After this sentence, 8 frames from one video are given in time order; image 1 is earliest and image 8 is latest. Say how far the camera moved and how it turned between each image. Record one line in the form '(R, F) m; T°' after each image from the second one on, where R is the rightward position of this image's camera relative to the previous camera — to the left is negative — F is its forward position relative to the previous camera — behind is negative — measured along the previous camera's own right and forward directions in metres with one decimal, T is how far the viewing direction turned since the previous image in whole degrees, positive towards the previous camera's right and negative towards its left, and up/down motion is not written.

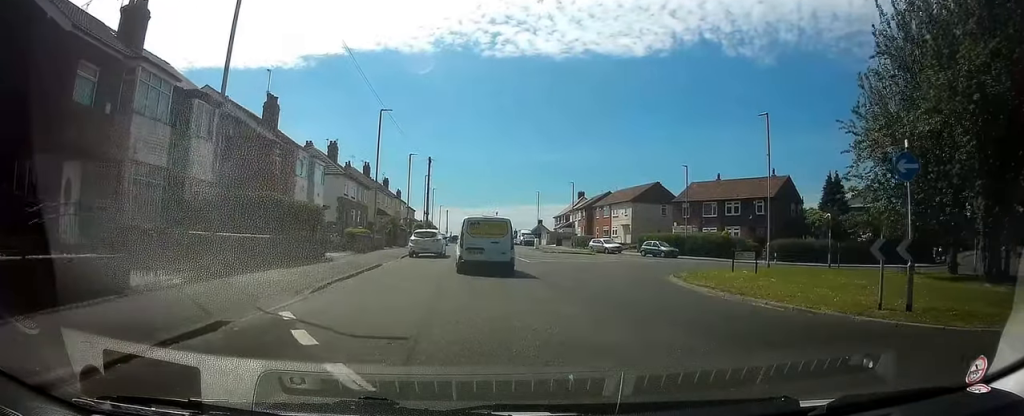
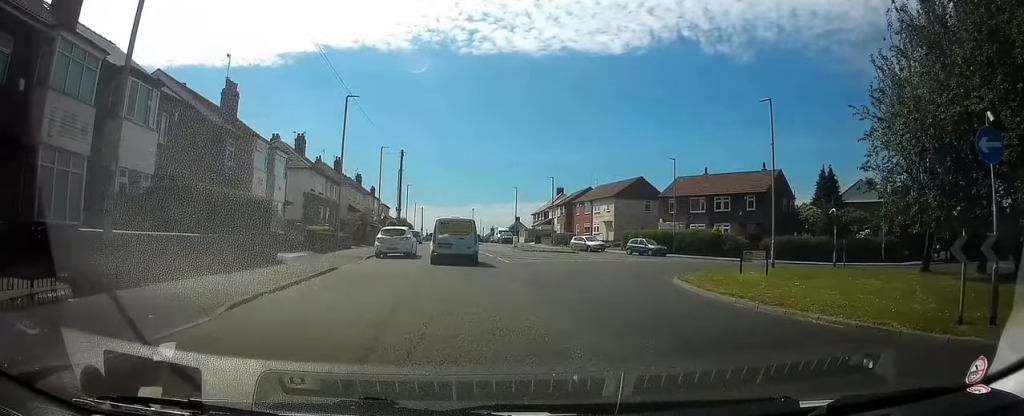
(+0.1, +2.4) m; +3°
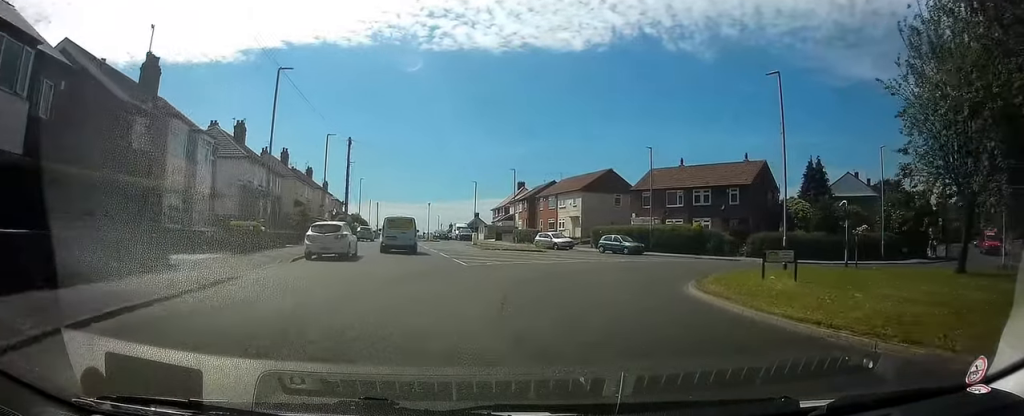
(0.0, +4.1) m; 0°
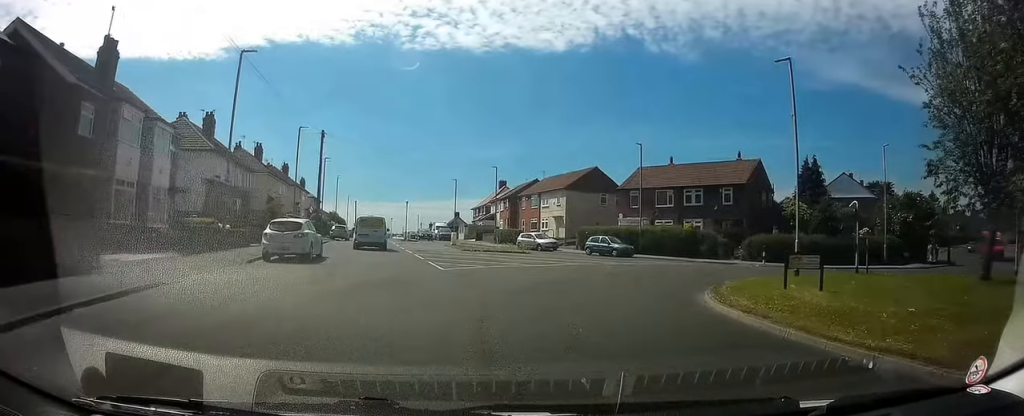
(0.0, +2.2) m; 0°
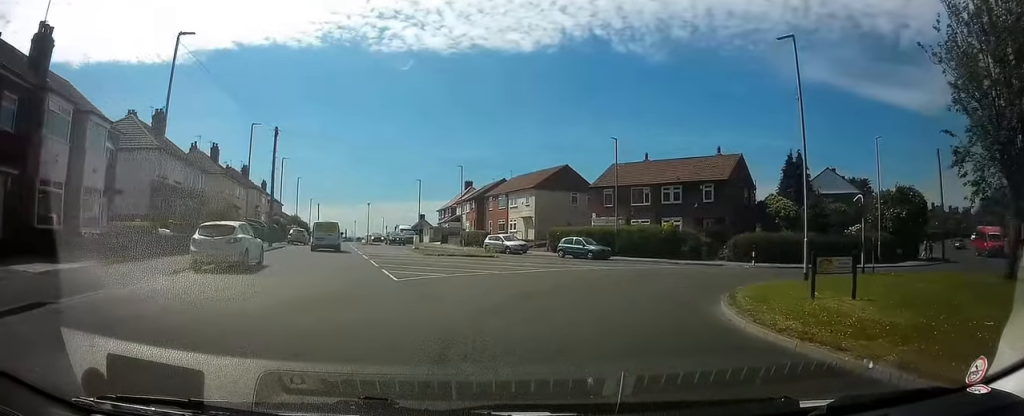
(0.0, +2.5) m; 0°
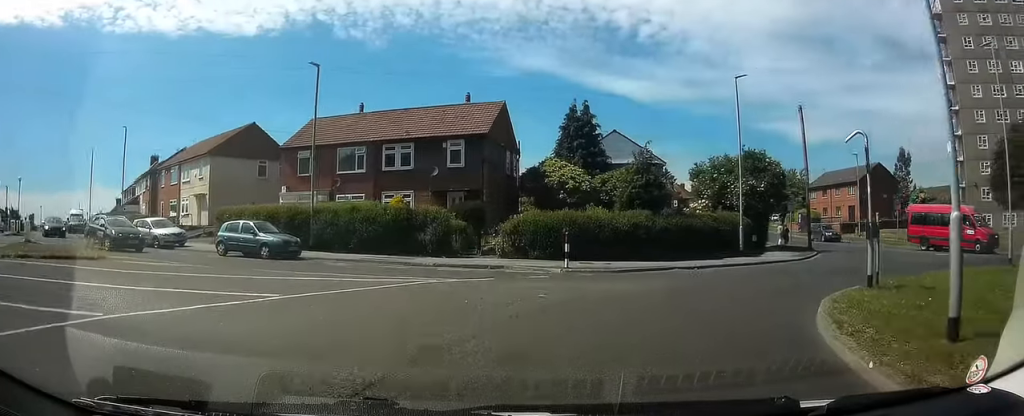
(+1.7, +13.6) m; +25°
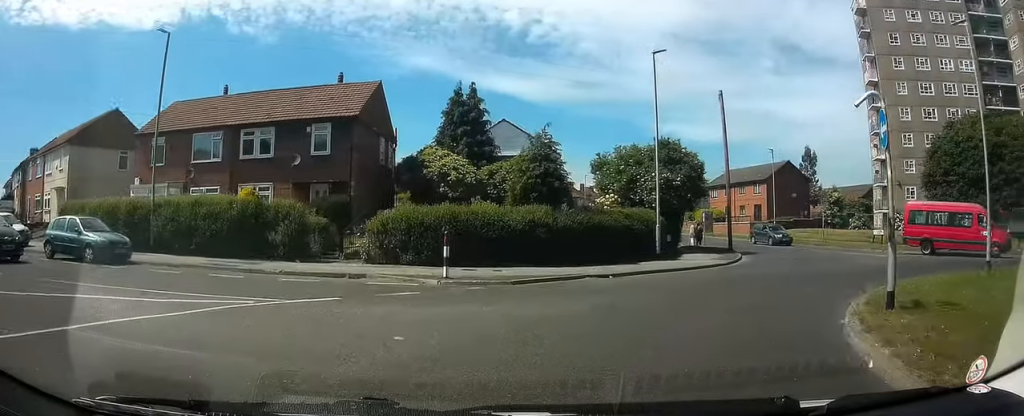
(+0.4, +4.1) m; +8°
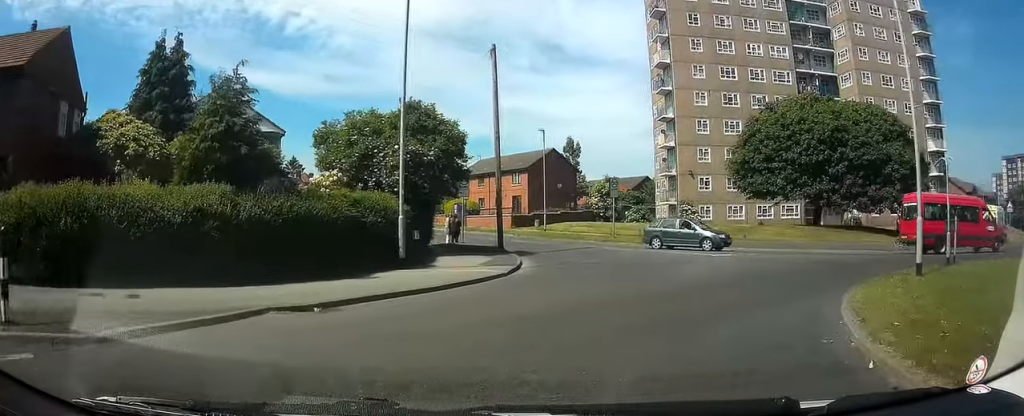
(+1.2, +7.0) m; +26°
